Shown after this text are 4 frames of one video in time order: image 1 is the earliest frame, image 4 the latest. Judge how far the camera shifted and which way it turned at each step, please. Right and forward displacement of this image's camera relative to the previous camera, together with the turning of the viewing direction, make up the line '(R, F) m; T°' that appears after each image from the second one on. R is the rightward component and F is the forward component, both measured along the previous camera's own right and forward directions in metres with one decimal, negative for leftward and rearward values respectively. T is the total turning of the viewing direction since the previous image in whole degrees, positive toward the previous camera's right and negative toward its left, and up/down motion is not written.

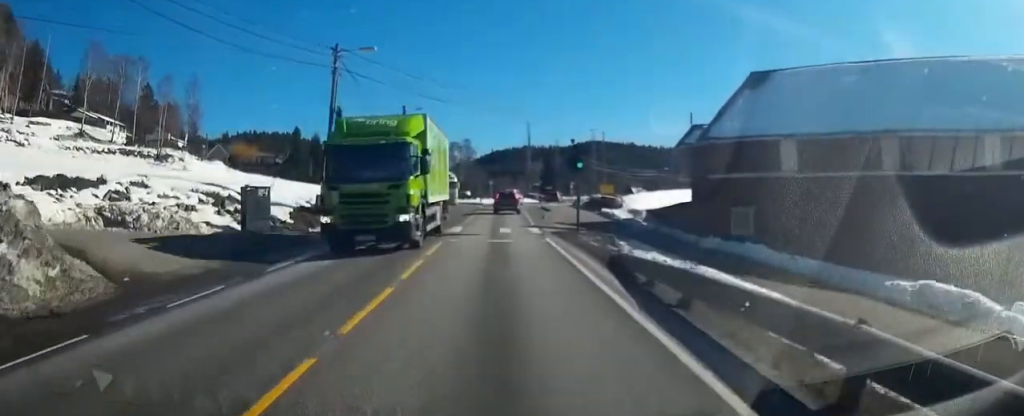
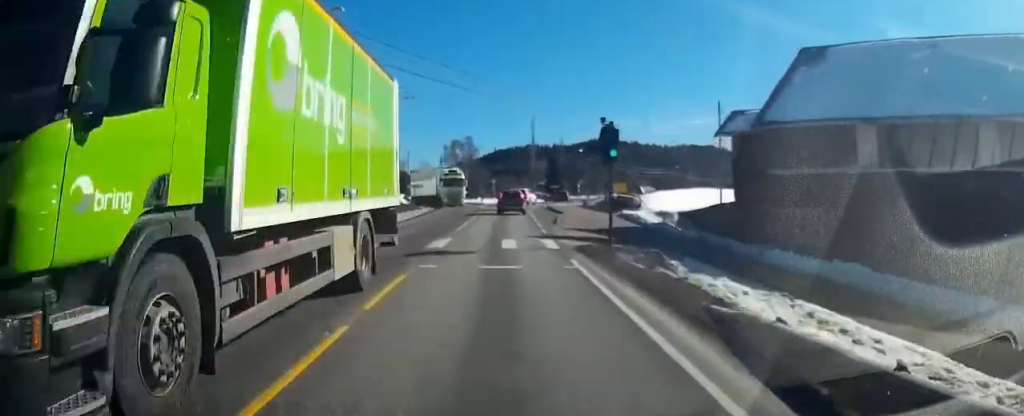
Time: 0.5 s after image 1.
(-0.2, +6.9) m; 0°
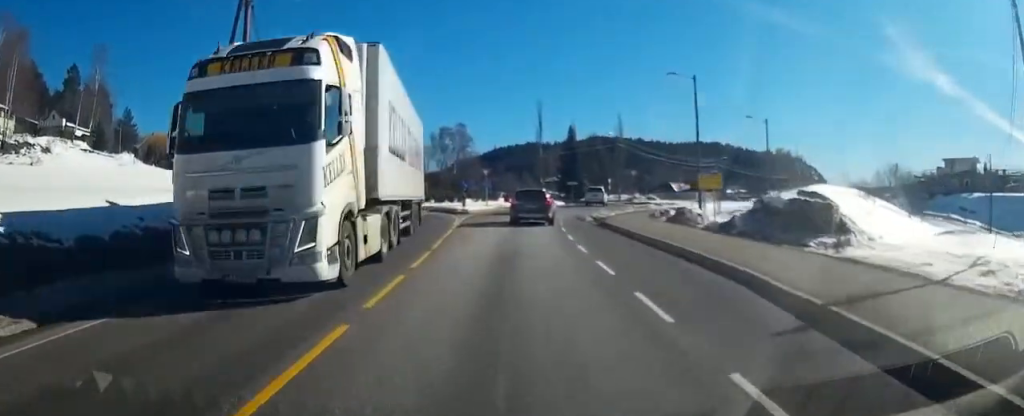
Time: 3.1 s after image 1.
(+0.4, +32.8) m; 0°
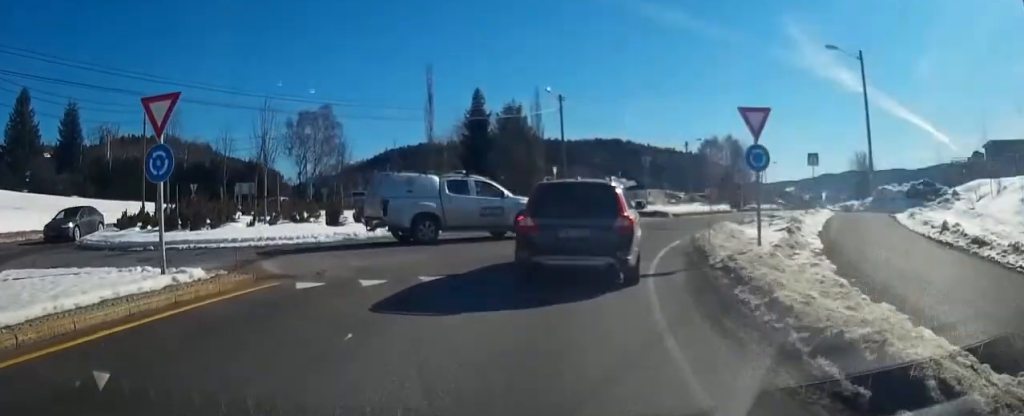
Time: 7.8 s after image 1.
(+2.9, +37.8) m; +8°
